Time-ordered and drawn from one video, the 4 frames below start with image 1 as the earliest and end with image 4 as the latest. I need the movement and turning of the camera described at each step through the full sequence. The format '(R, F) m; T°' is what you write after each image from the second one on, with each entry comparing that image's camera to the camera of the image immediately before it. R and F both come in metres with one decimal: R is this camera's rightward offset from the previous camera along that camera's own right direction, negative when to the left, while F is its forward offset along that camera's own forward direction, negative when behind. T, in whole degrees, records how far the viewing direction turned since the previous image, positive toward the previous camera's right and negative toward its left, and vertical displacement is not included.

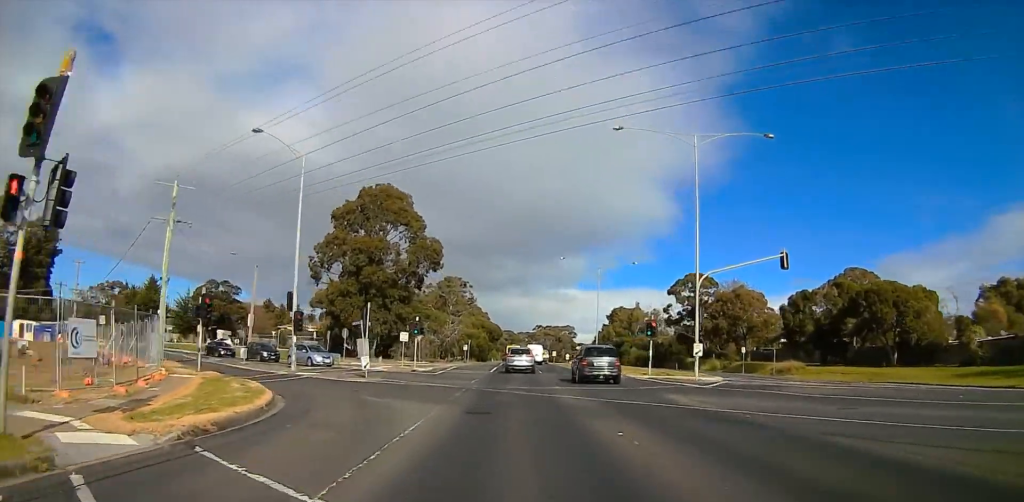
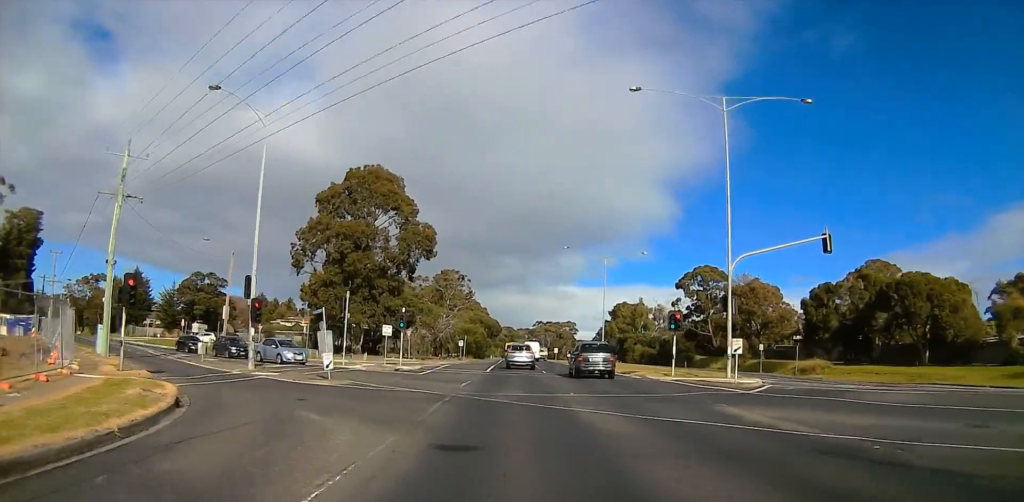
(+0.1, +5.4) m; +1°
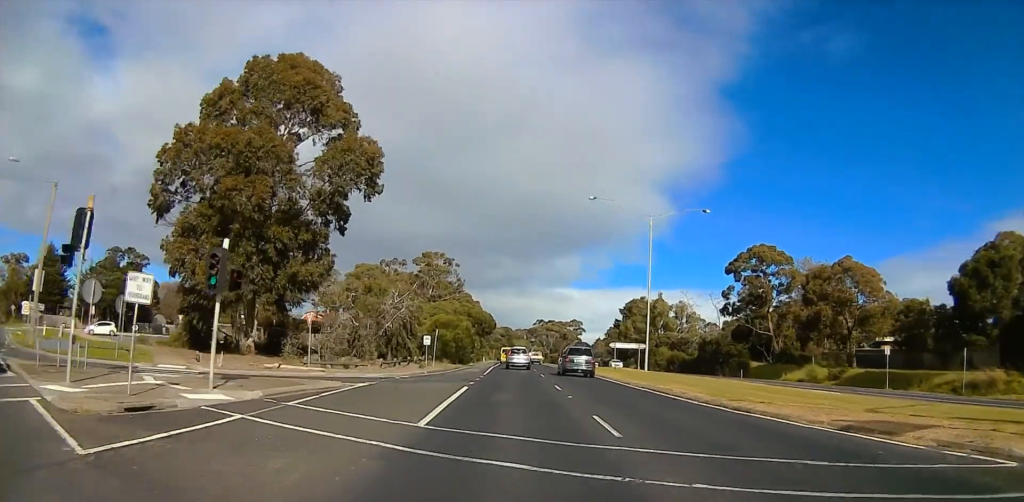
(-0.3, +25.7) m; -2°
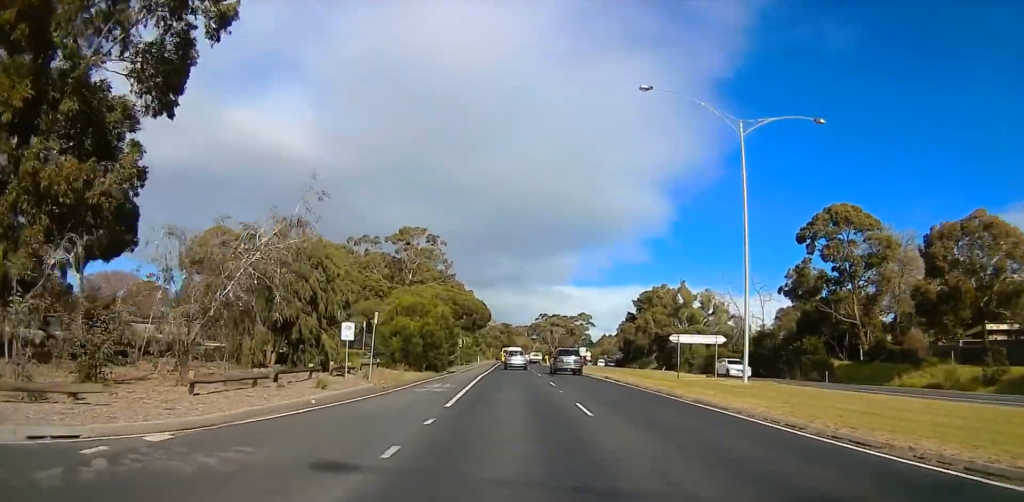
(+0.3, +20.8) m; +1°
